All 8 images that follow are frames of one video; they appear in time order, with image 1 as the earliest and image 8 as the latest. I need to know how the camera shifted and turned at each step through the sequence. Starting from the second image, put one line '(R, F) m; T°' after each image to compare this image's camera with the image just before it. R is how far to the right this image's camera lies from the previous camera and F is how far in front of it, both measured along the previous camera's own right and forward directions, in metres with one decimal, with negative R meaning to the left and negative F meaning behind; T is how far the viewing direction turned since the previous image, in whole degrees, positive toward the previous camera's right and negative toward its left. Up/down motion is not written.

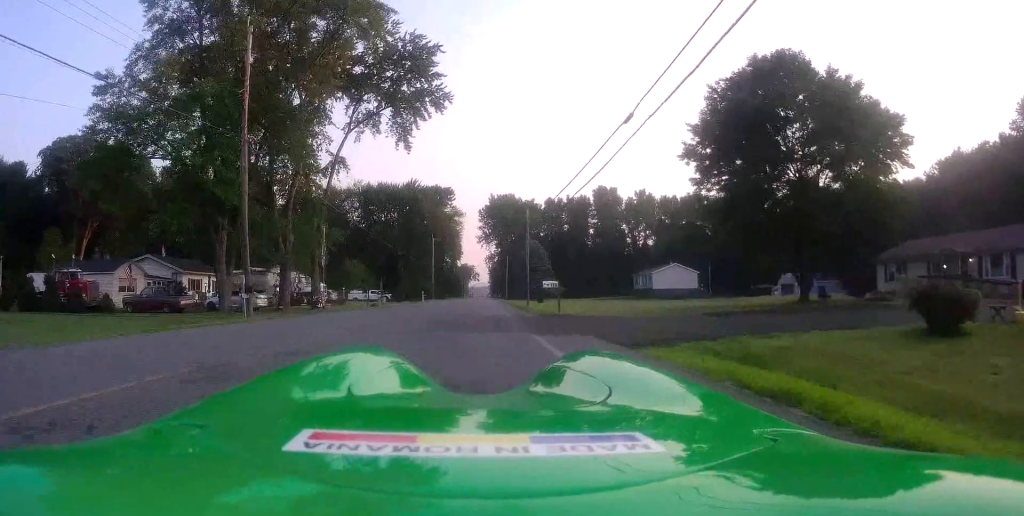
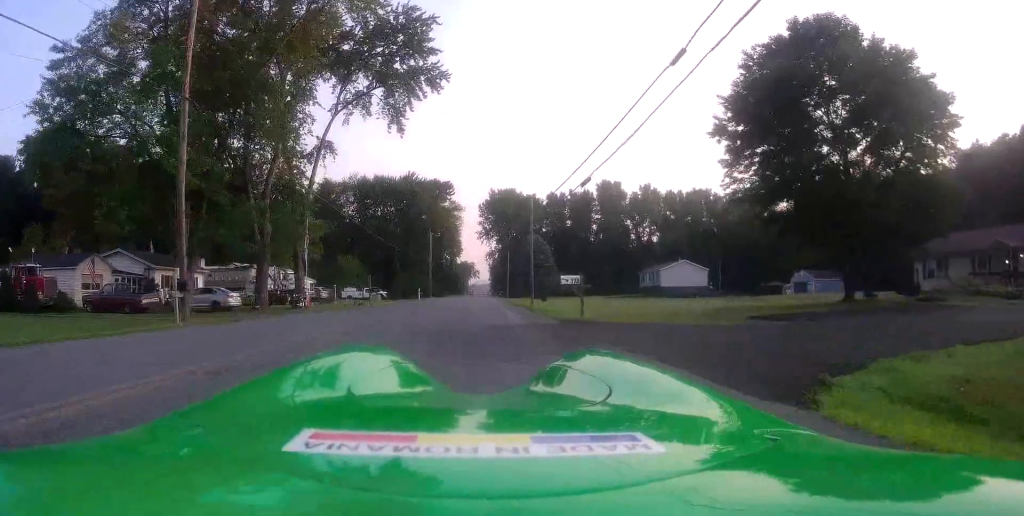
(-0.1, +4.7) m; +1°
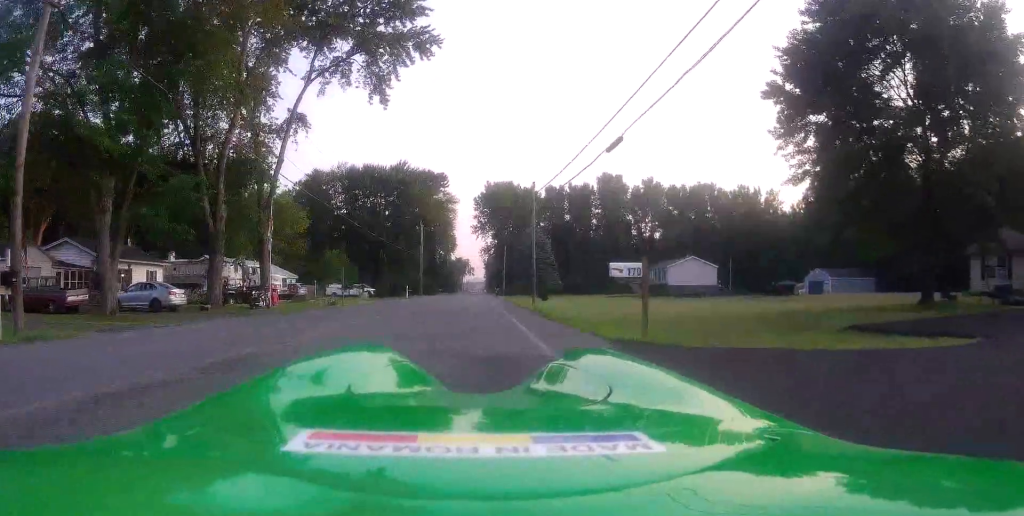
(+0.3, +6.7) m; 0°
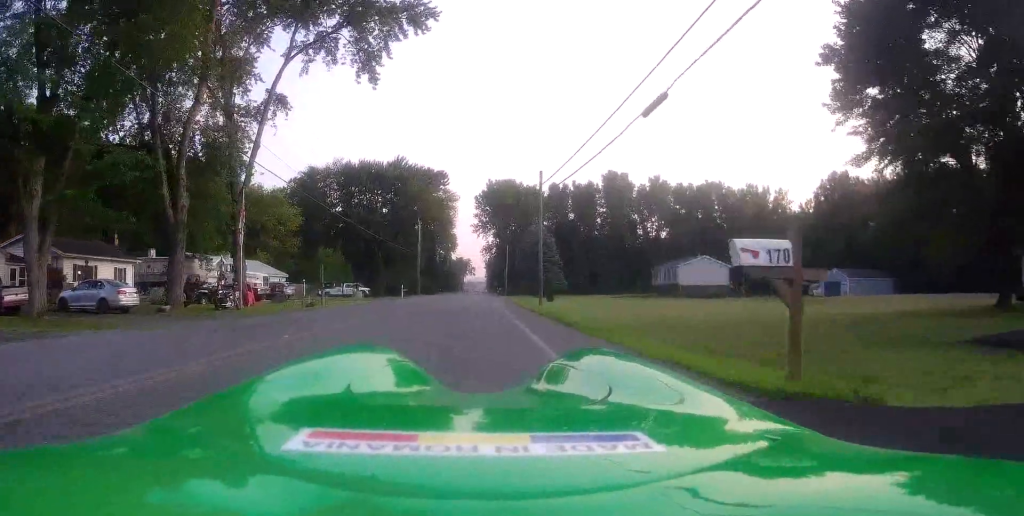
(0.0, +4.7) m; -1°
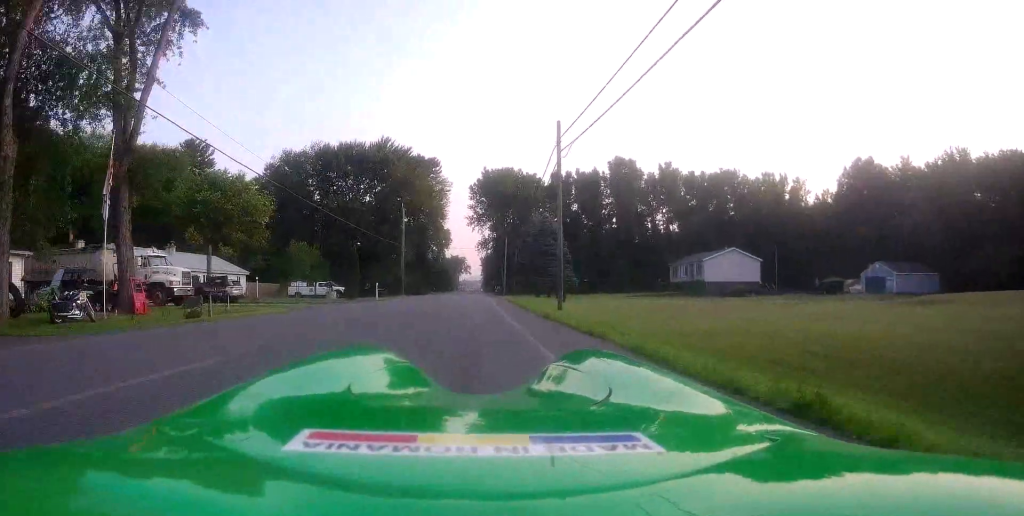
(-0.4, +11.9) m; -3°
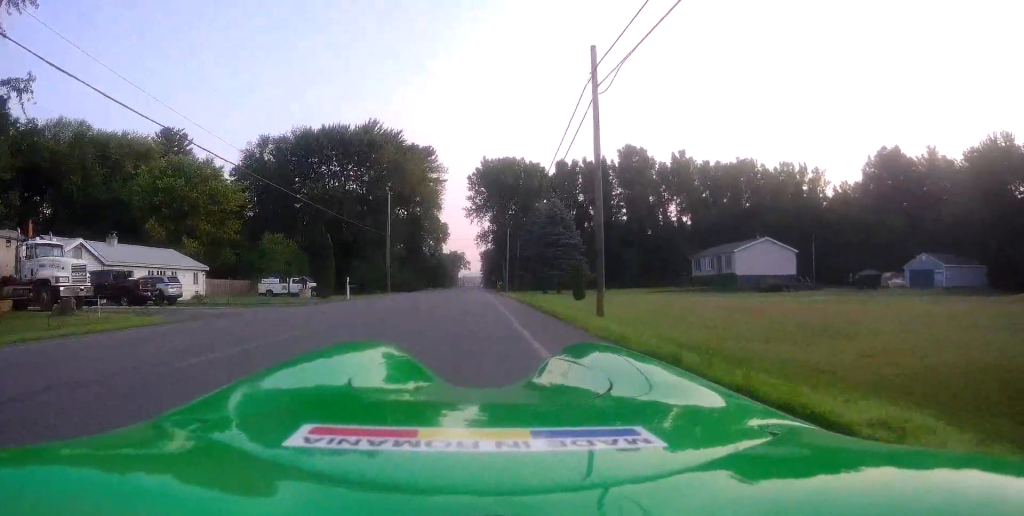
(-0.1, +9.7) m; -1°
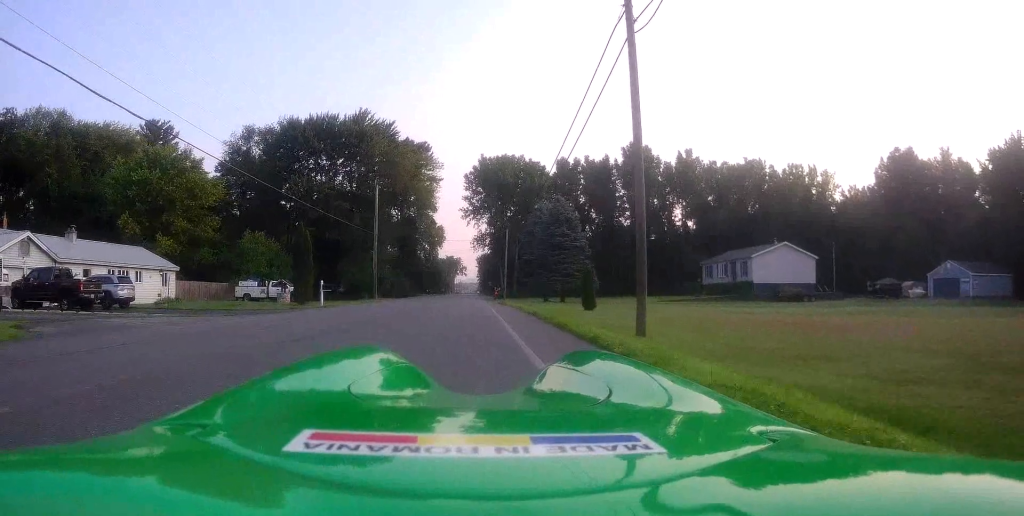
(0.0, +4.8) m; 0°
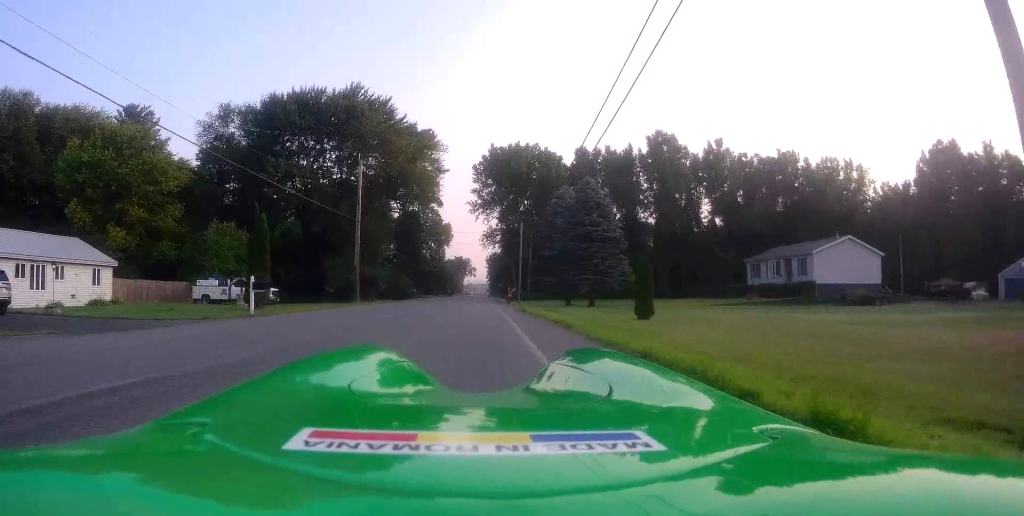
(+0.2, +10.4) m; +3°
